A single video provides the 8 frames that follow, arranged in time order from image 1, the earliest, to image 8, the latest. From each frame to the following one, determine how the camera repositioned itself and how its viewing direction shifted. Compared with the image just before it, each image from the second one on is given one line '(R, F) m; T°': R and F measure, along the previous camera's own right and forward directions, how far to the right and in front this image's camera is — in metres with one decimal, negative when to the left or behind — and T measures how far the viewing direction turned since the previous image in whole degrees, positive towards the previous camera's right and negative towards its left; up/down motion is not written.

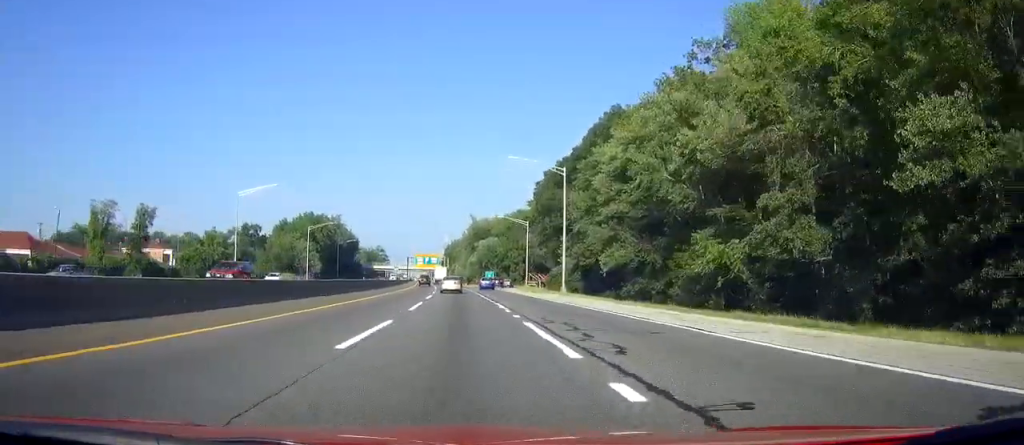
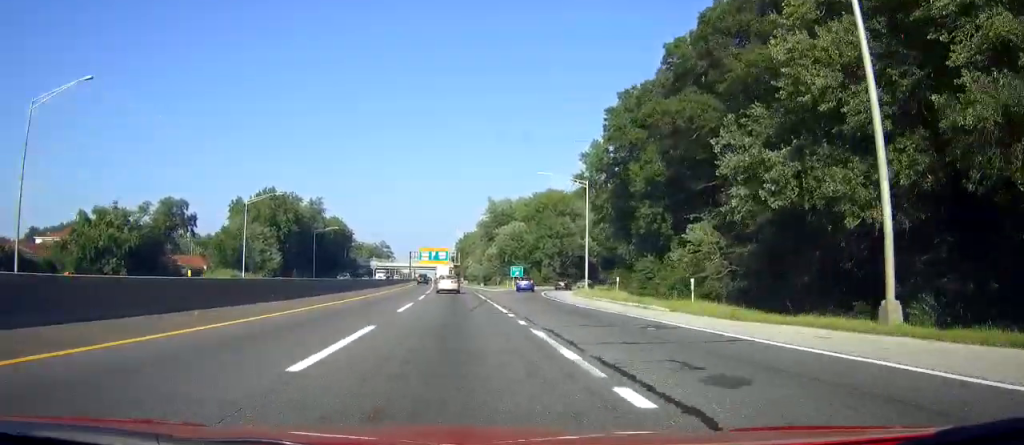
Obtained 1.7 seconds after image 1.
(-0.8, +48.3) m; -2°
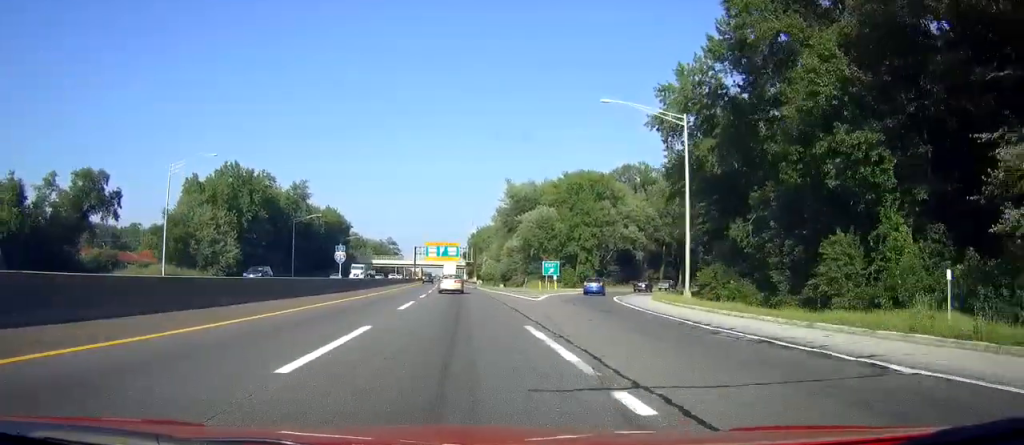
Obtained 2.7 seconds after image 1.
(-0.4, +29.6) m; -1°
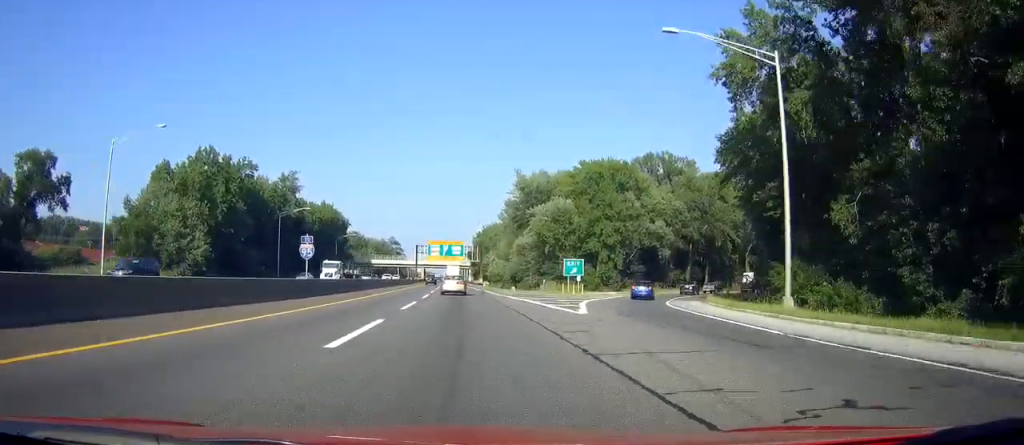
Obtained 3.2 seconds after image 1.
(-0.1, +13.3) m; 0°
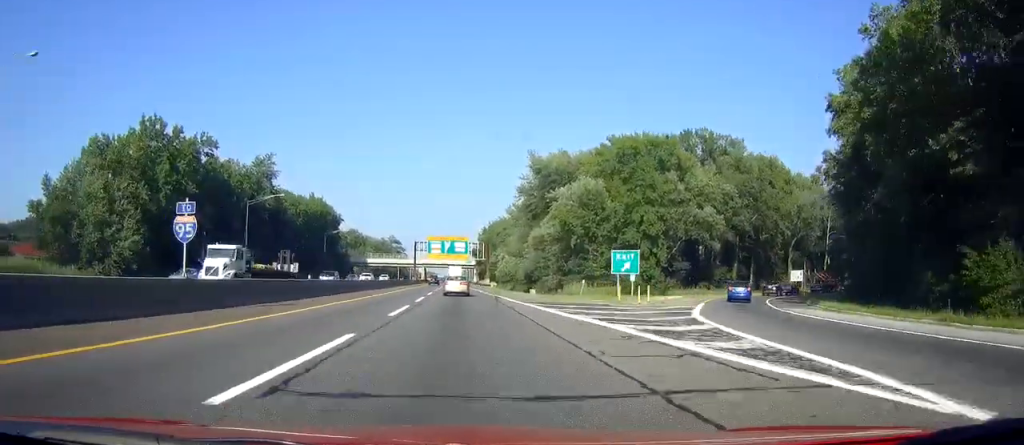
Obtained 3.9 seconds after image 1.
(0.0, +19.8) m; 0°
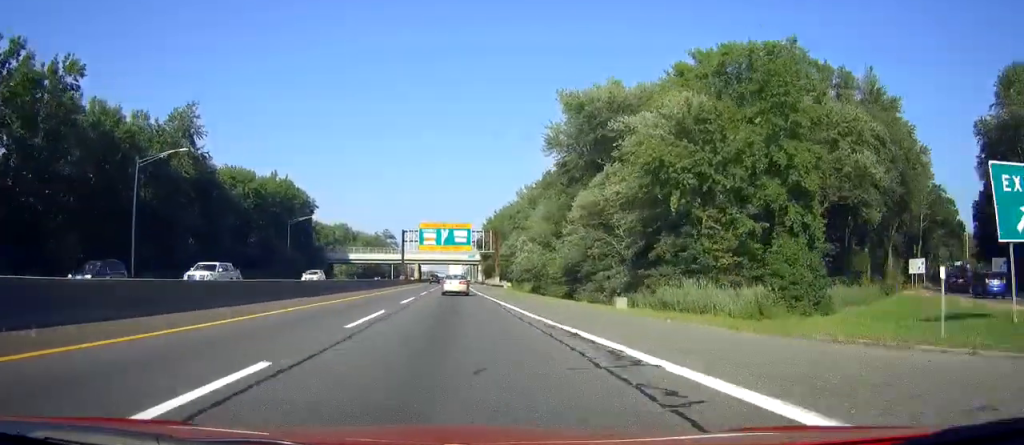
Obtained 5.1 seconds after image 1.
(-0.1, +35.7) m; -1°
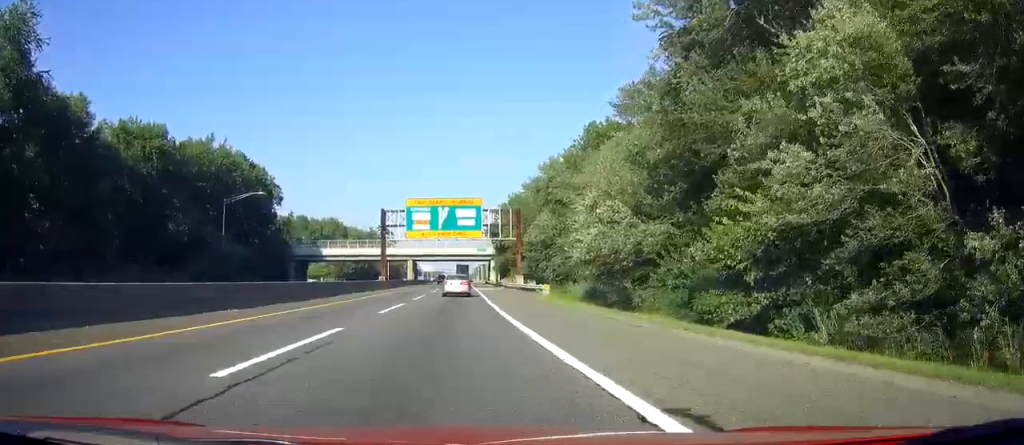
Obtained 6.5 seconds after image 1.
(-0.4, +38.2) m; -1°
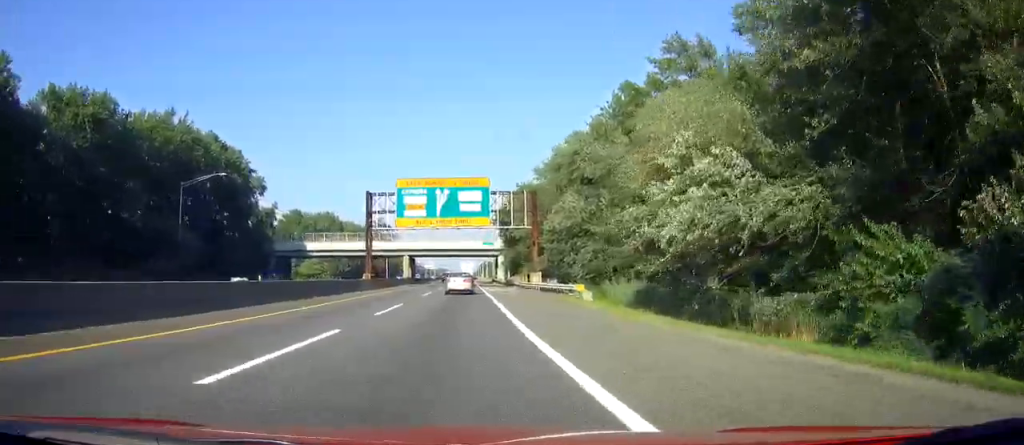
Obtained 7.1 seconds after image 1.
(-0.1, +15.7) m; 0°
